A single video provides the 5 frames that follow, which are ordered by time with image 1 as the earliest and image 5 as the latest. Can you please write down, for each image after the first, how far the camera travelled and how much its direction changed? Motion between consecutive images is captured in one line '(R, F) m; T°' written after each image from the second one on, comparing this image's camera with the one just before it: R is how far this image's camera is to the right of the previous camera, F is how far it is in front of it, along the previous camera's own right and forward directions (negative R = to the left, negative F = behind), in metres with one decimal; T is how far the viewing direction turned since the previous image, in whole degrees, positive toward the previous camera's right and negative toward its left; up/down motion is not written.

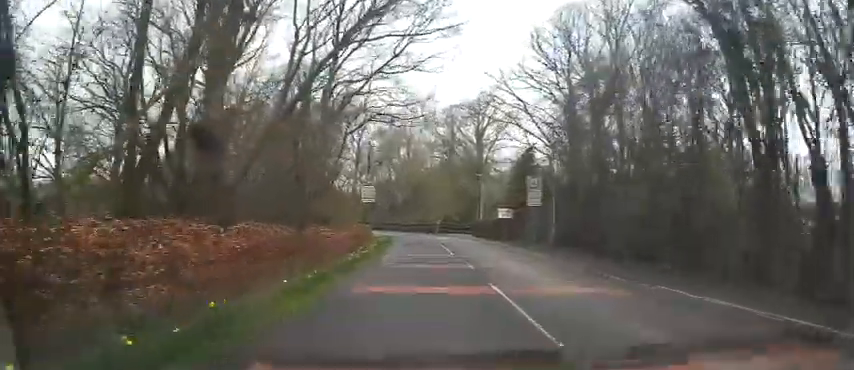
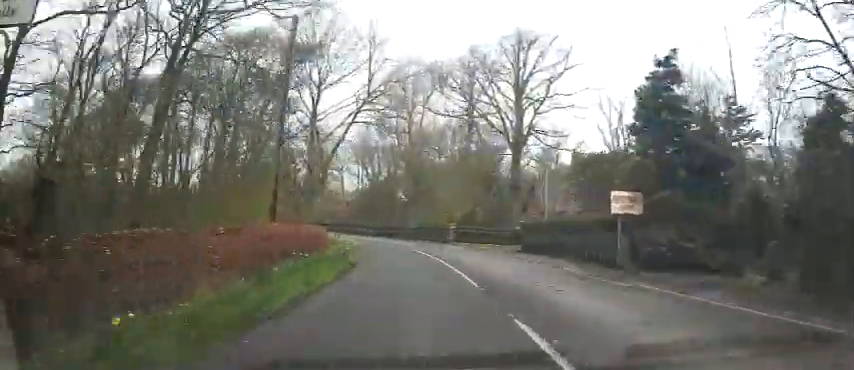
(+1.4, +25.4) m; -6°
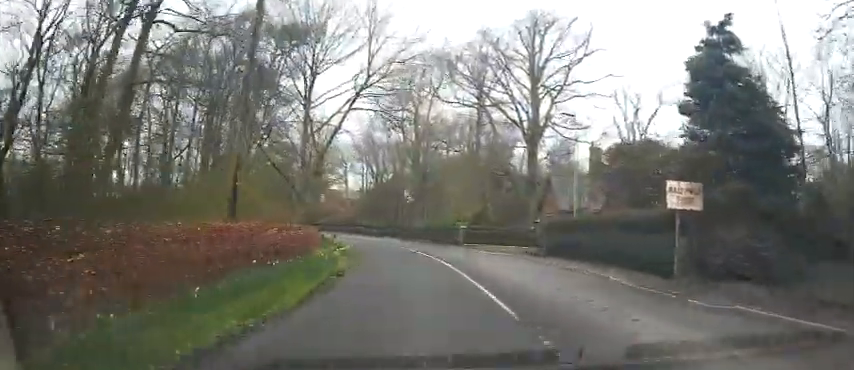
(-0.8, +1.6) m; -1°
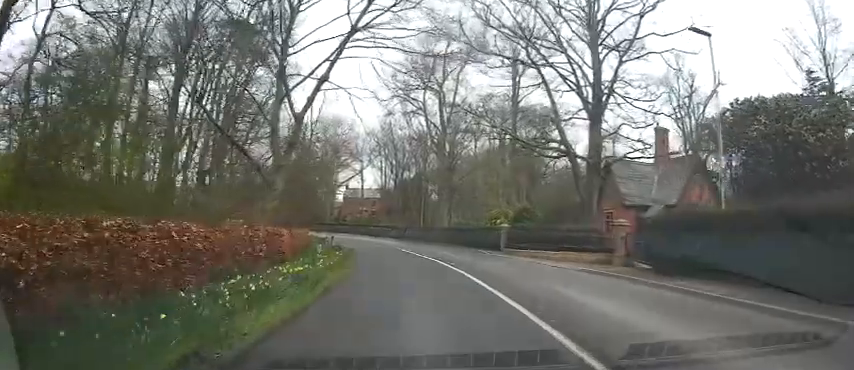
(+0.7, +9.2) m; +9°
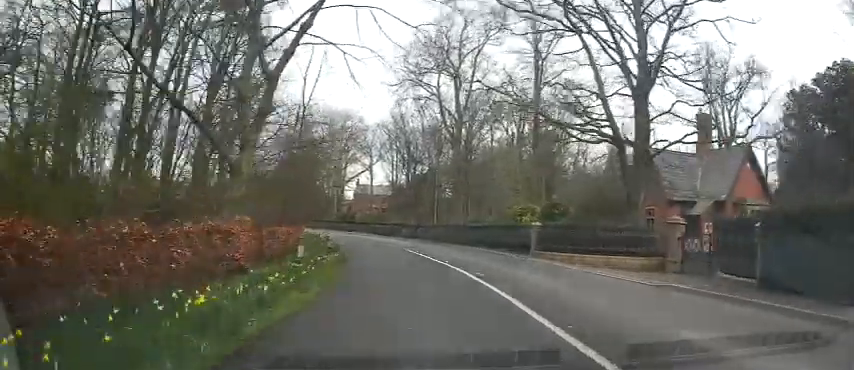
(+0.3, +6.2) m; +1°
